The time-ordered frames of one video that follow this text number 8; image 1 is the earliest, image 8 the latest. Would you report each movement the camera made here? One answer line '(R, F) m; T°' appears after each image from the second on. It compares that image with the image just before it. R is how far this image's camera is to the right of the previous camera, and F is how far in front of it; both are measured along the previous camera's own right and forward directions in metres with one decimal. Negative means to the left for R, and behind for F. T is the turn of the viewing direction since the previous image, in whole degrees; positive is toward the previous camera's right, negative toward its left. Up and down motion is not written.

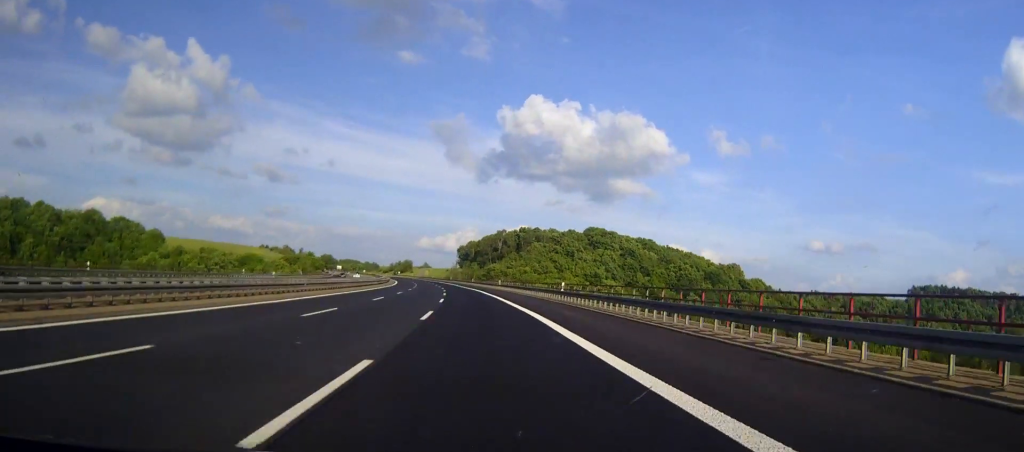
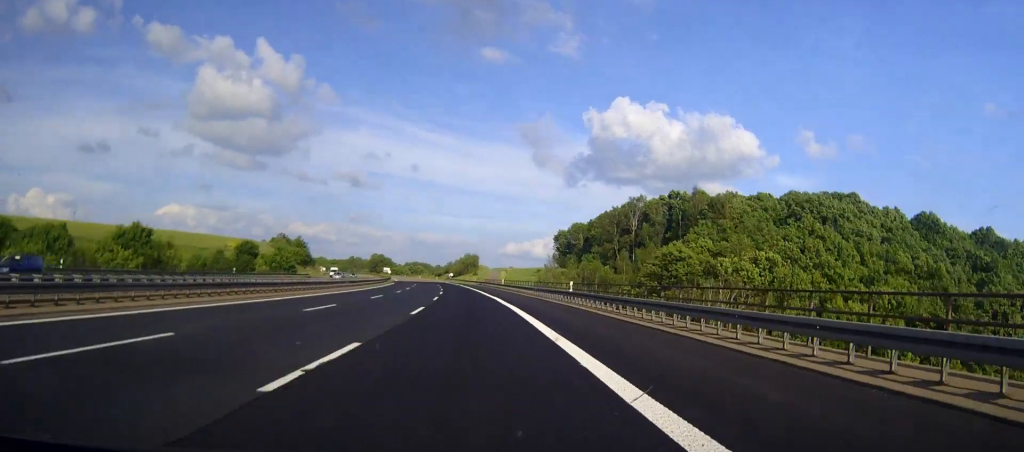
(-9.3, +162.4) m; -7°
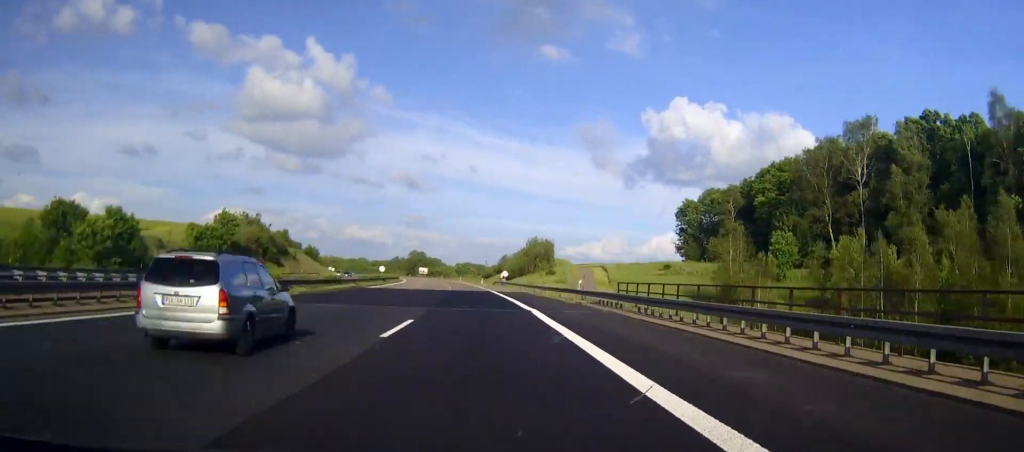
(-4.1, +104.6) m; -4°
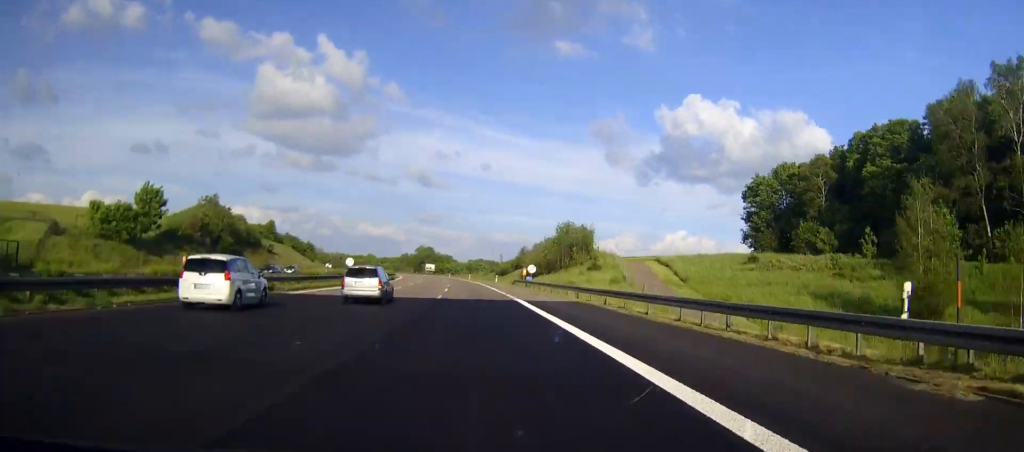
(-0.7, +34.2) m; -1°
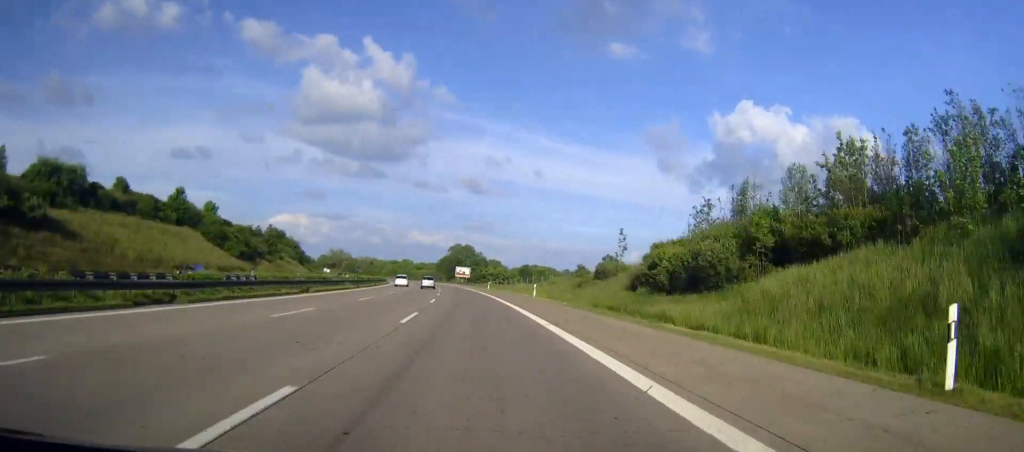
(-3.7, +107.4) m; -4°
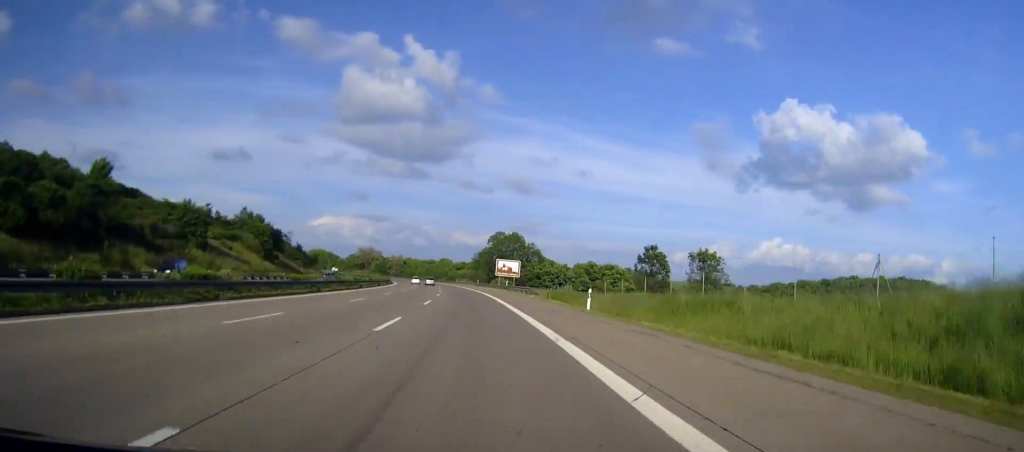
(-2.4, +75.3) m; -3°
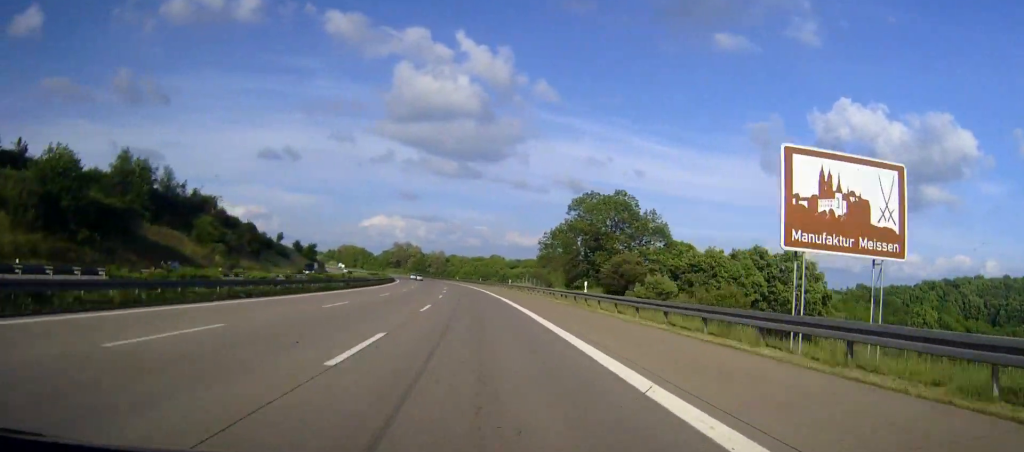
(-3.3, +97.1) m; -4°
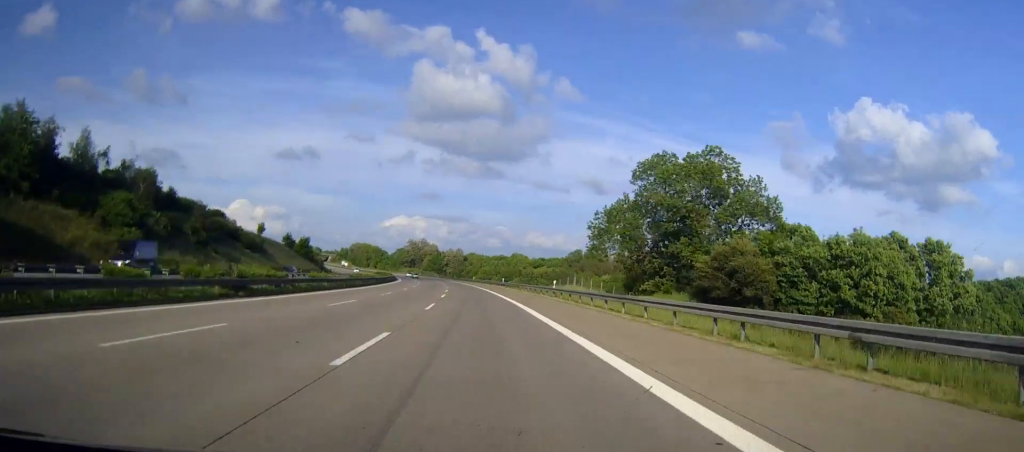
(-0.6, +36.0) m; -1°
